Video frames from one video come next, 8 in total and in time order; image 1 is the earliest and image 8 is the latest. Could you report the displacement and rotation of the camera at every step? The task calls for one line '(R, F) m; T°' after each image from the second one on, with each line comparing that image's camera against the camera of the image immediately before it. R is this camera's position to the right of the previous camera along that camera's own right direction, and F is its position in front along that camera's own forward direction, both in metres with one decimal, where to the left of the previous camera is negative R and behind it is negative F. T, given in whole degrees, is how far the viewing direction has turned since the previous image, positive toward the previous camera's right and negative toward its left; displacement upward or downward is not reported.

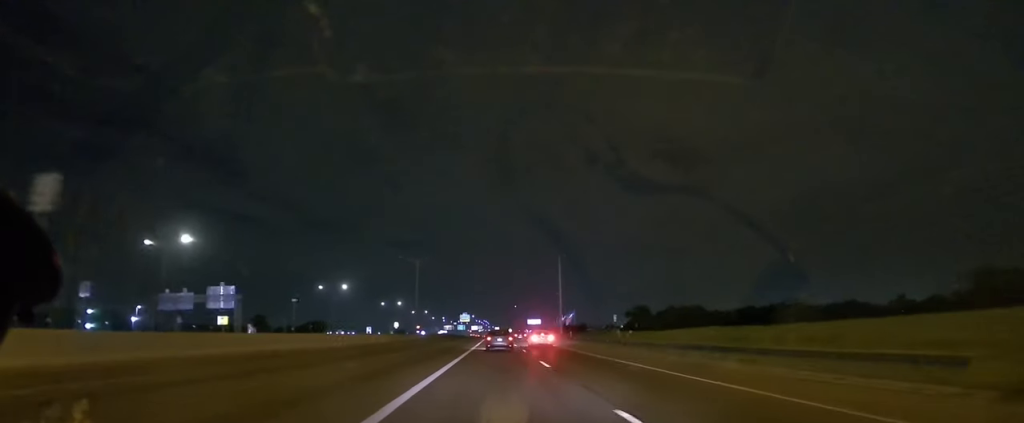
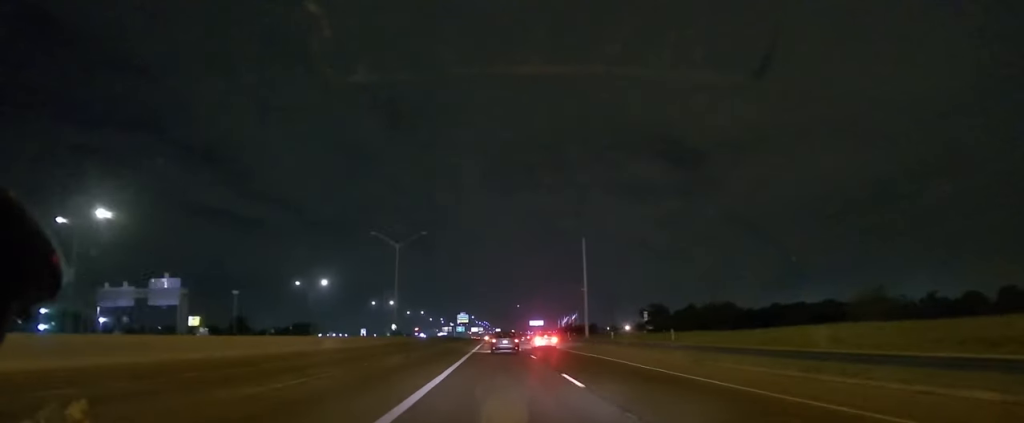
(0.0, +20.0) m; 0°
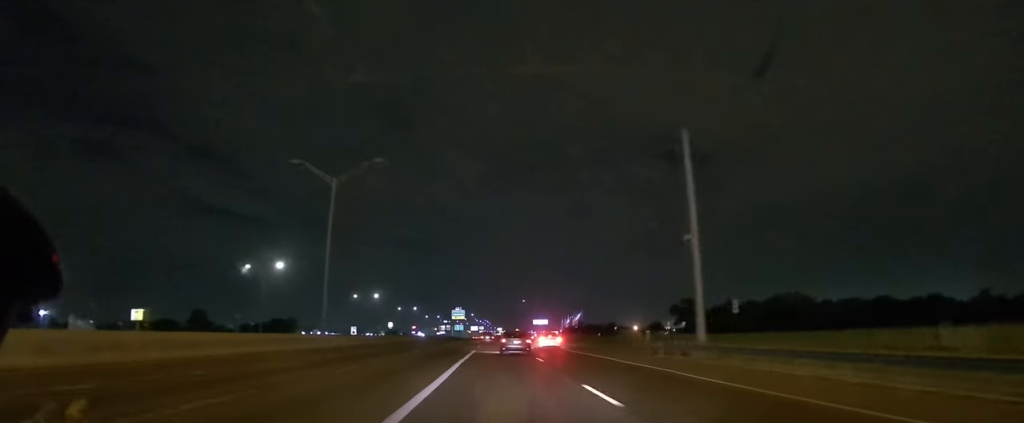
(0.0, +29.6) m; 0°
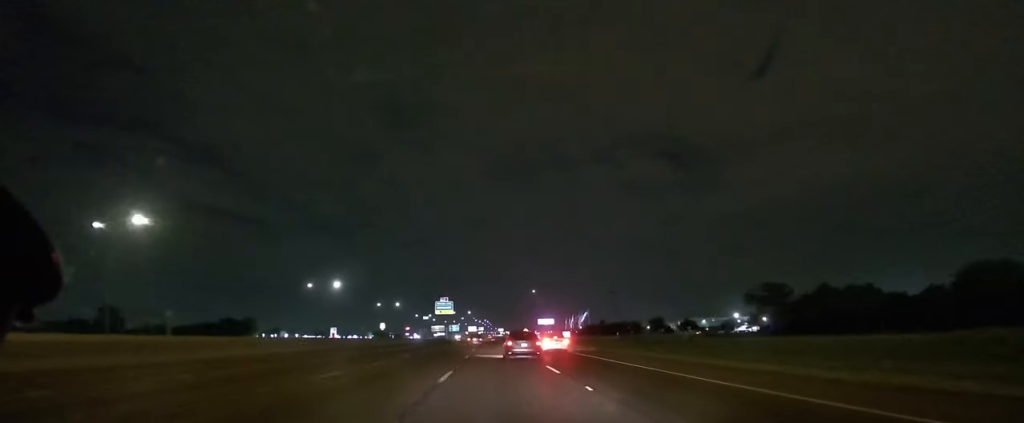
(0.0, +40.7) m; 0°
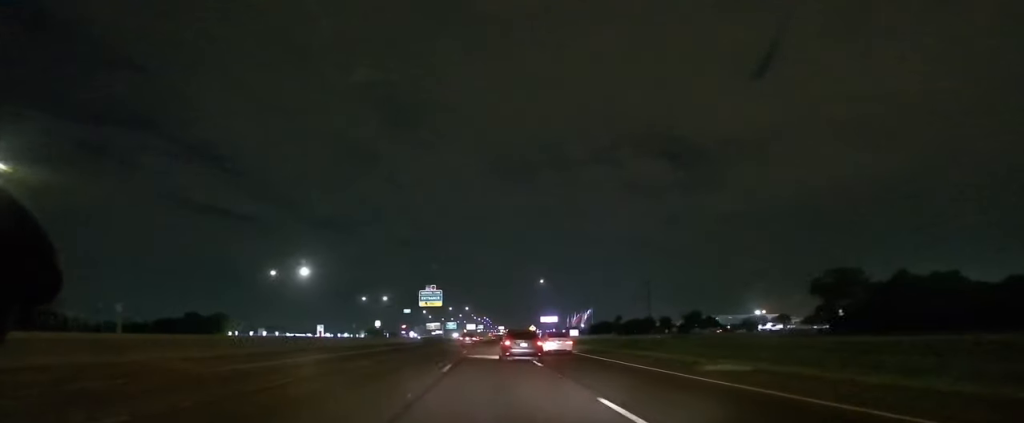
(0.0, +17.2) m; 0°
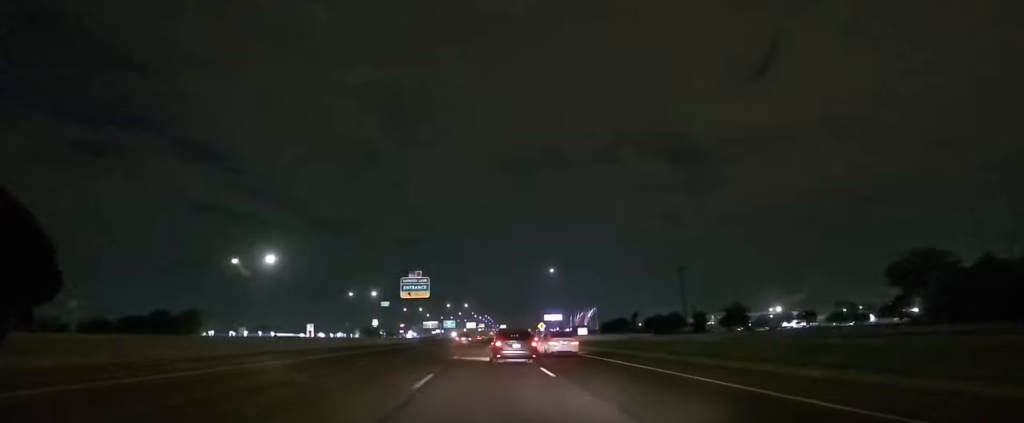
(0.0, +13.6) m; 0°
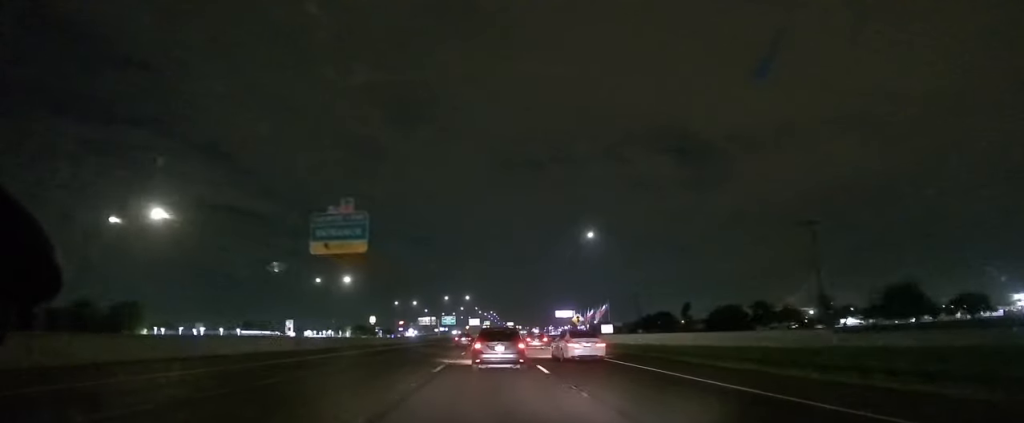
(-0.1, +28.5) m; 0°
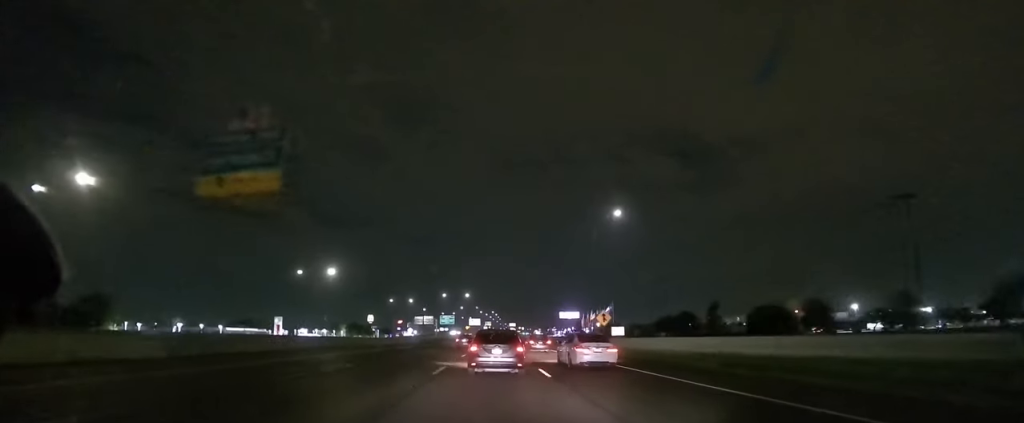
(0.0, +13.0) m; 0°
